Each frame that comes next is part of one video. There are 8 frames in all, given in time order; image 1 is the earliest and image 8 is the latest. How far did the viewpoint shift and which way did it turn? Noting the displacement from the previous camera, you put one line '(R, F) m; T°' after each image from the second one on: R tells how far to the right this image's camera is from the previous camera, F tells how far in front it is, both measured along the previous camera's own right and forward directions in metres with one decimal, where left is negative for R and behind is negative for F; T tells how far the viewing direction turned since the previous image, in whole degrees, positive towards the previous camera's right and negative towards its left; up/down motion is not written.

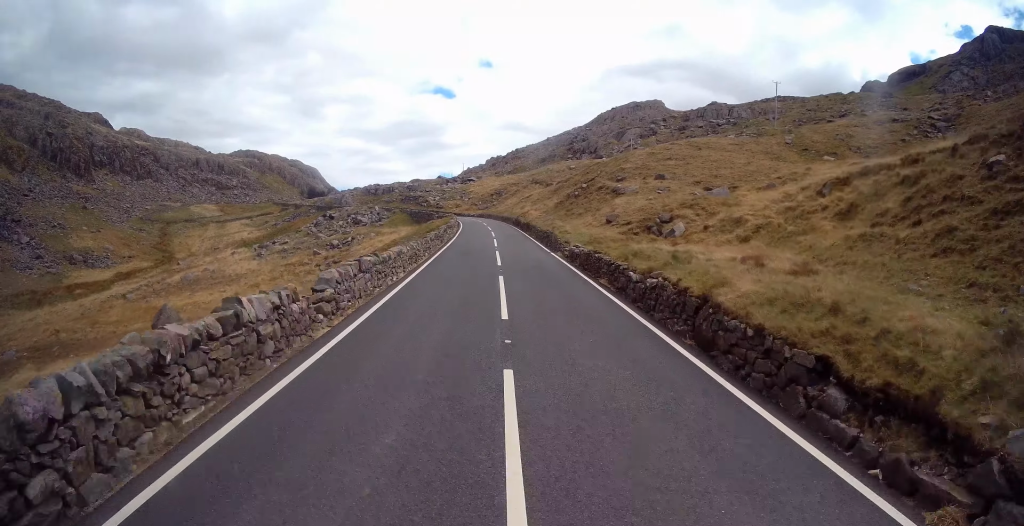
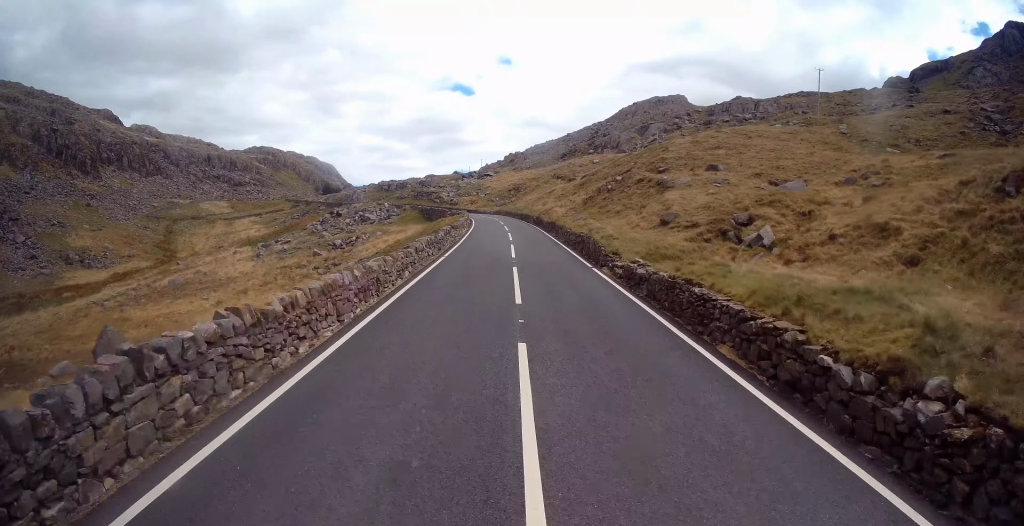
(+0.1, +6.9) m; +1°
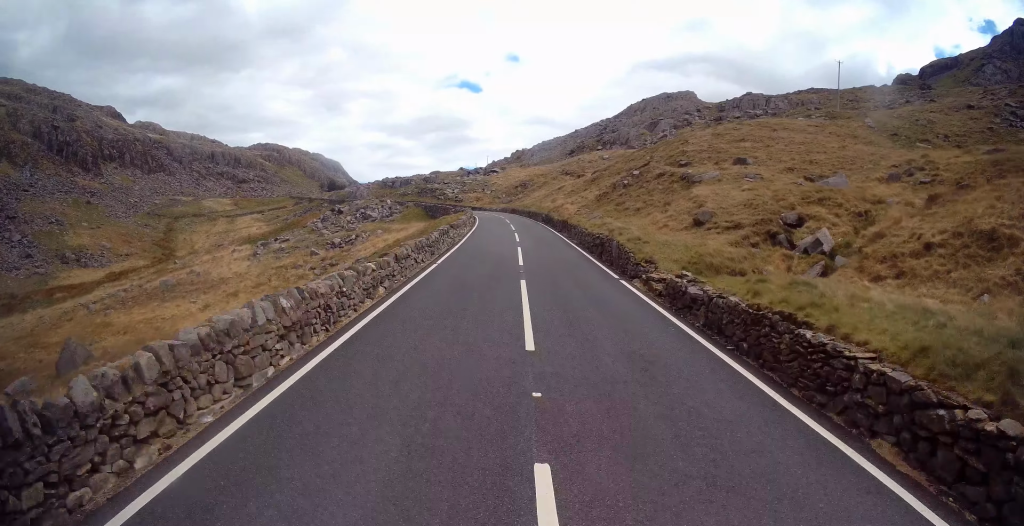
(0.0, +3.4) m; 0°
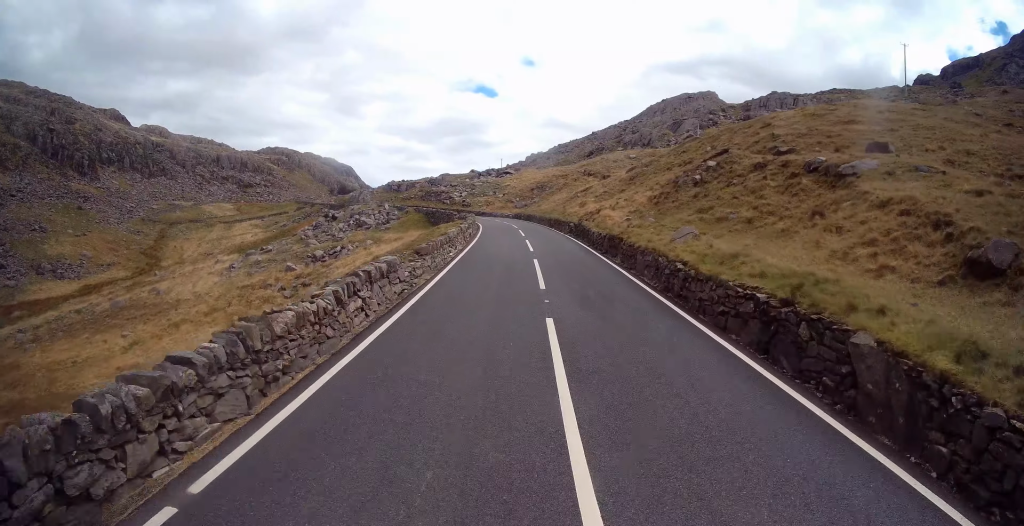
(-0.2, +13.1) m; -2°
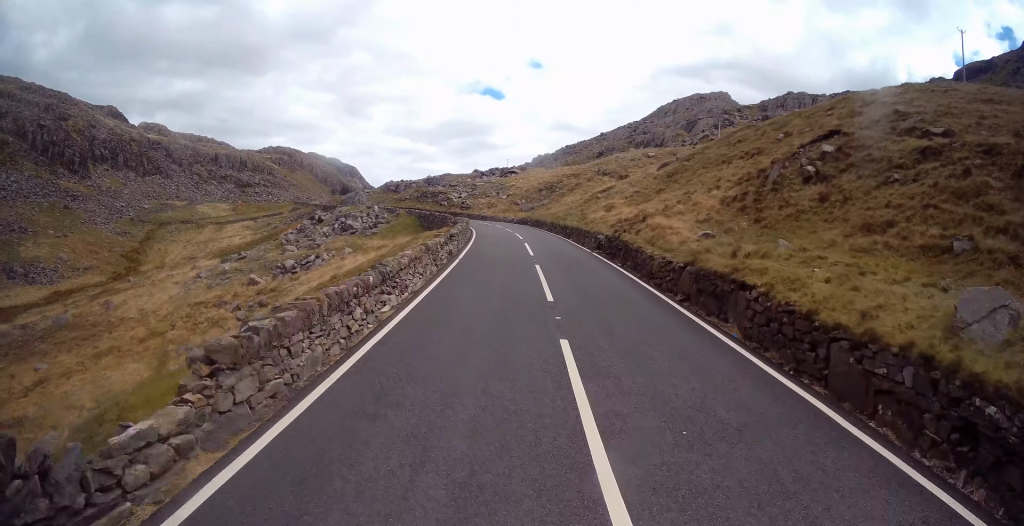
(-0.1, +10.3) m; -2°
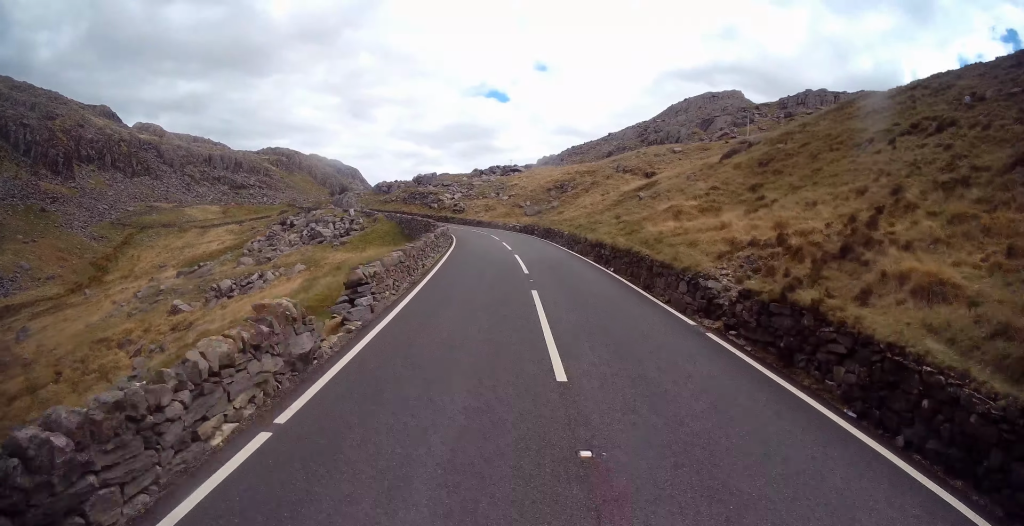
(-0.2, +13.2) m; -2°
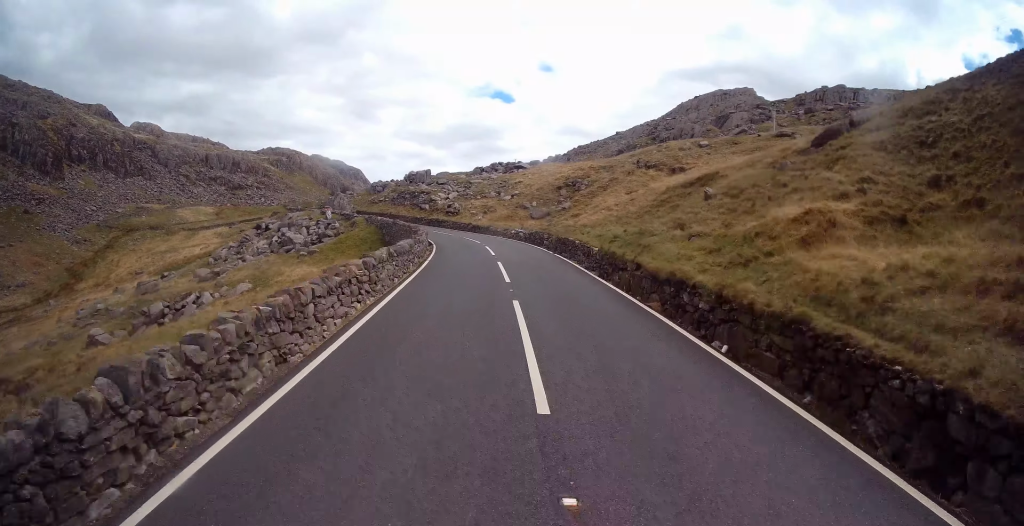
(-0.1, +9.3) m; -2°
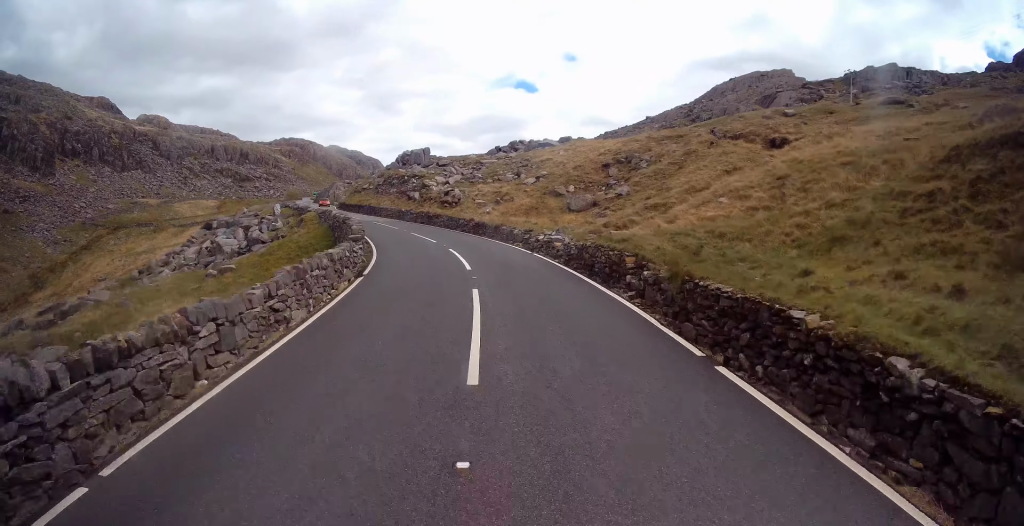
(-0.9, +17.1) m; -5°
